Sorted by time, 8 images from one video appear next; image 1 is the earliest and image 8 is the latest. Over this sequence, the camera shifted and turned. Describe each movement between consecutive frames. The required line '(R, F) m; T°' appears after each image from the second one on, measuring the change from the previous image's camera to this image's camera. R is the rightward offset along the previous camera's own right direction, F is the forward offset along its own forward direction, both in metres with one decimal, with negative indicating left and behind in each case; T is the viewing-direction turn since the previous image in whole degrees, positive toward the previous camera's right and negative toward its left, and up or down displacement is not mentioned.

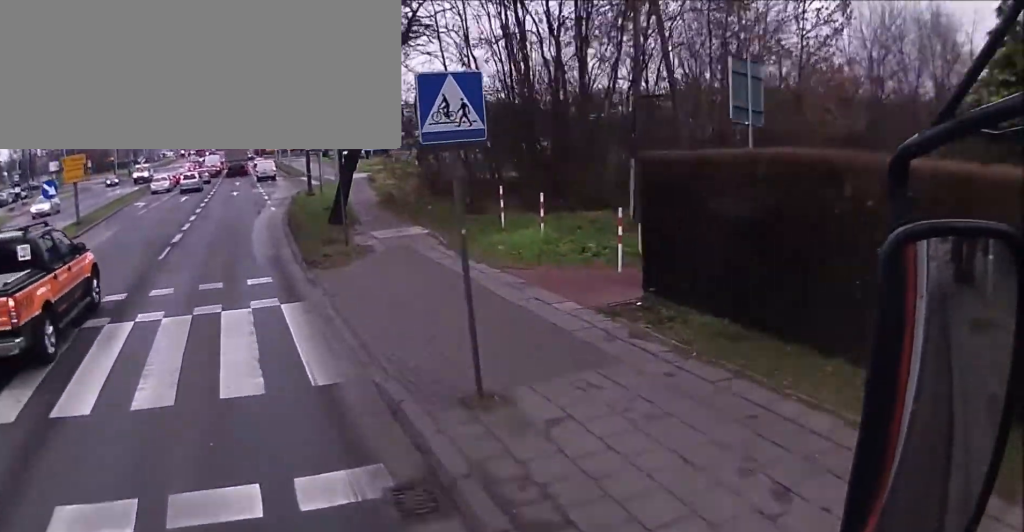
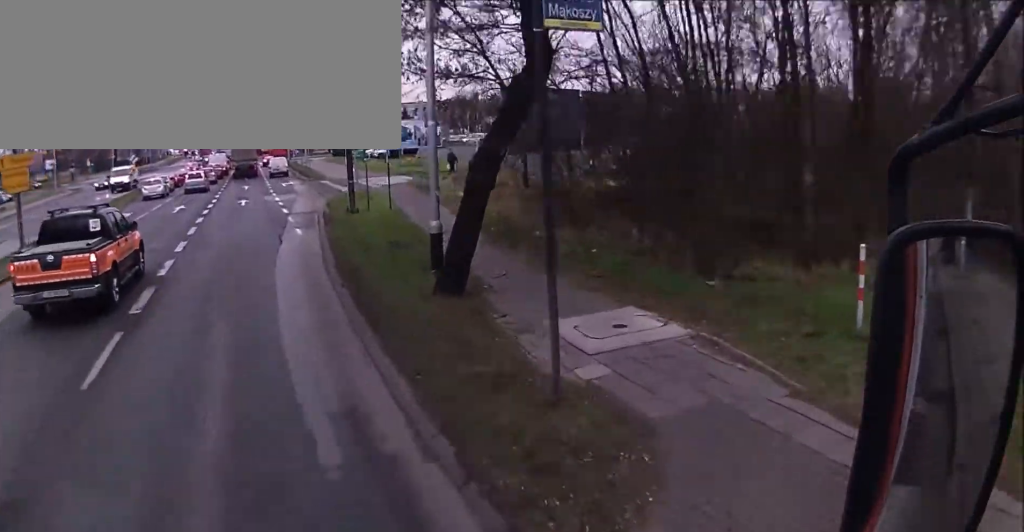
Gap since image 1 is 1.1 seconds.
(0.0, +10.2) m; -1°
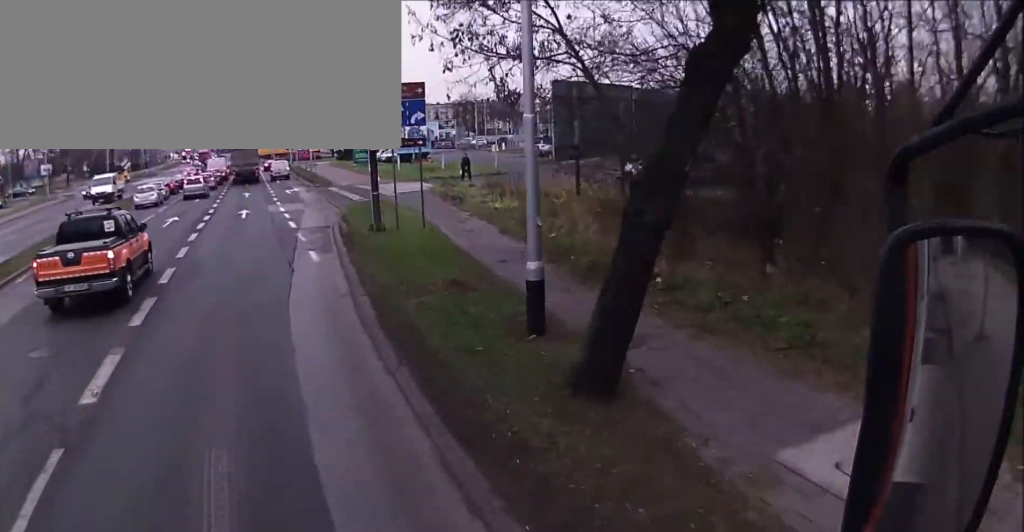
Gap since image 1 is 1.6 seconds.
(0.0, +4.1) m; -1°
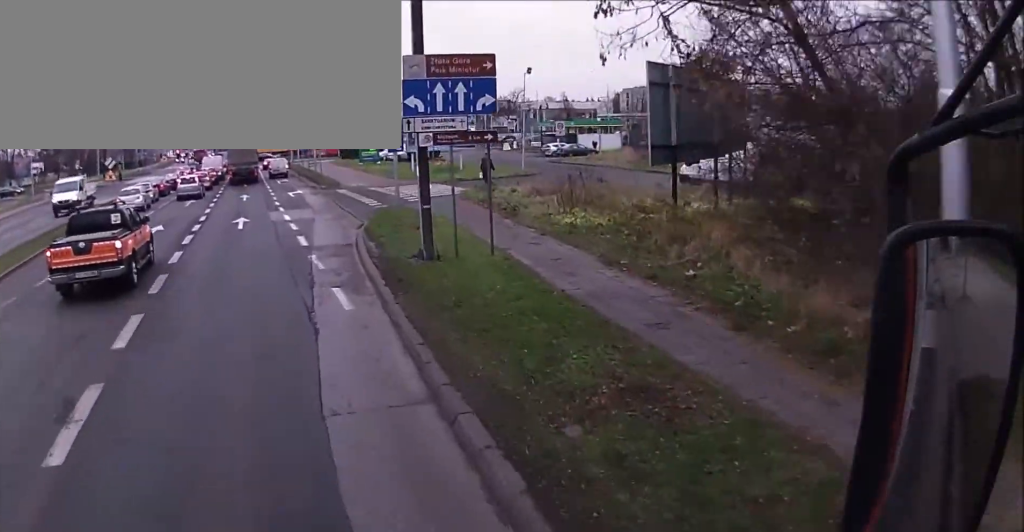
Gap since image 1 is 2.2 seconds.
(0.0, +5.4) m; 0°
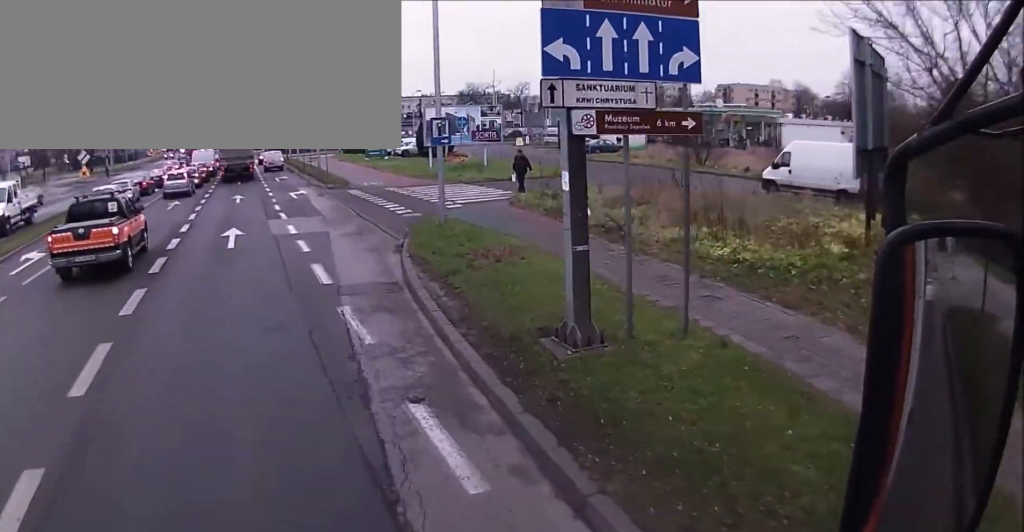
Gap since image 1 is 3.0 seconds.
(0.0, +6.3) m; +1°
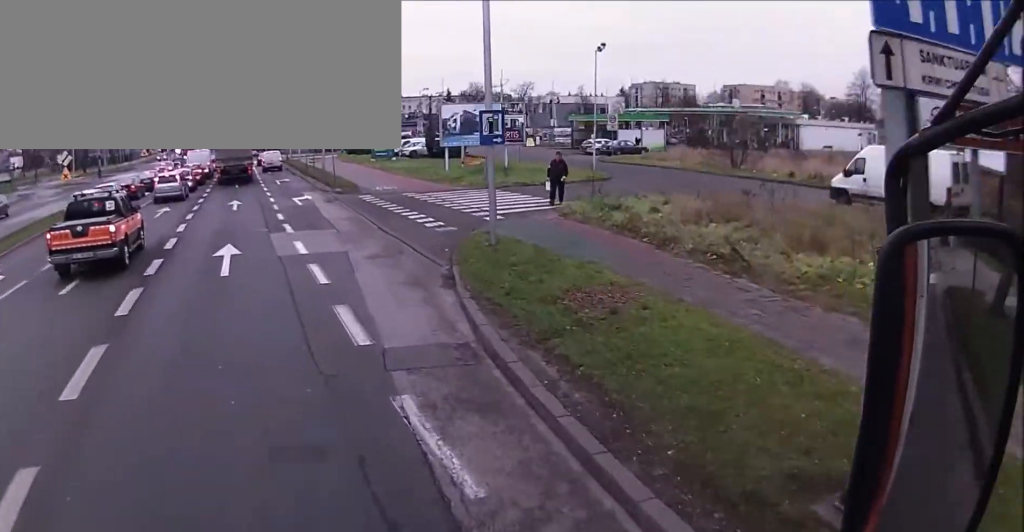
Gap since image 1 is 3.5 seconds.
(0.0, +4.0) m; 0°
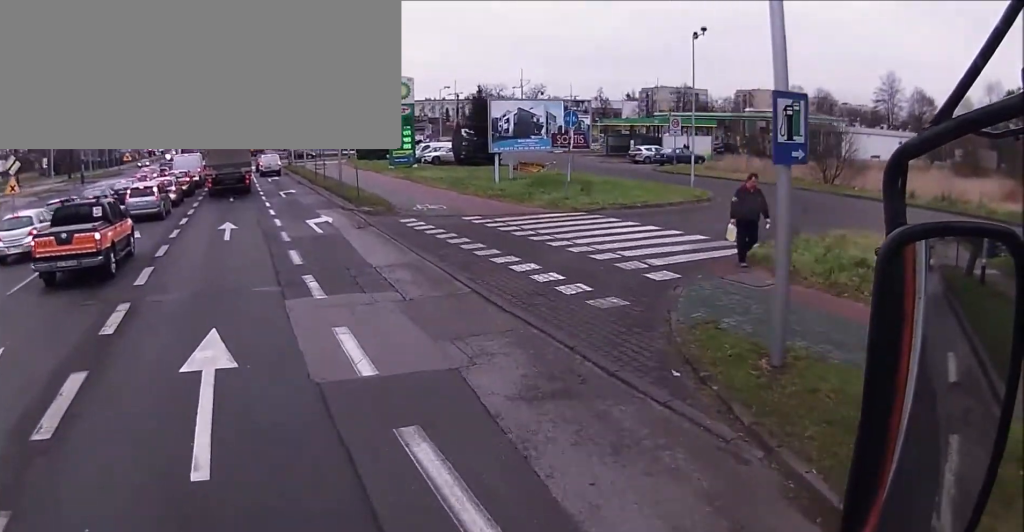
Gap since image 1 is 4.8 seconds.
(0.0, +8.2) m; +1°
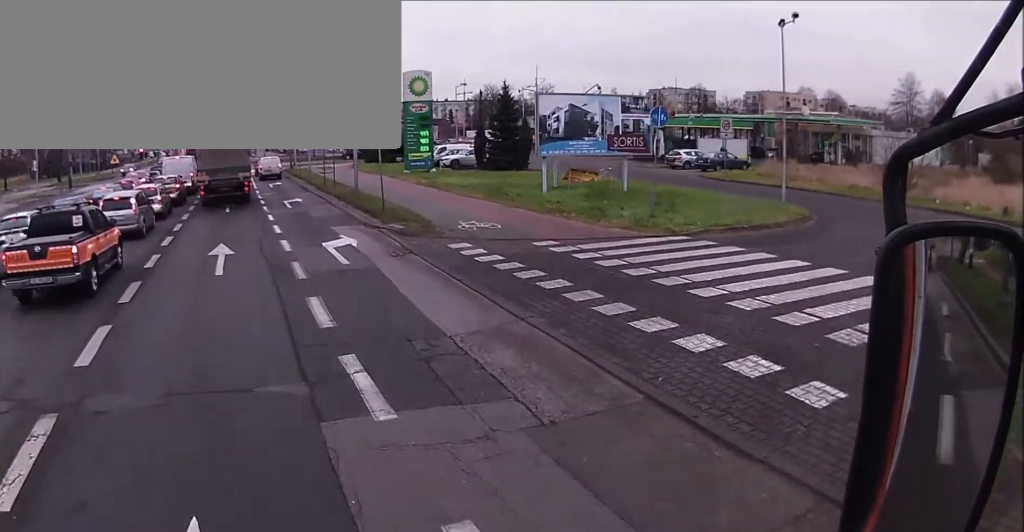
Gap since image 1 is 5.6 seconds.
(0.0, +5.1) m; 0°
